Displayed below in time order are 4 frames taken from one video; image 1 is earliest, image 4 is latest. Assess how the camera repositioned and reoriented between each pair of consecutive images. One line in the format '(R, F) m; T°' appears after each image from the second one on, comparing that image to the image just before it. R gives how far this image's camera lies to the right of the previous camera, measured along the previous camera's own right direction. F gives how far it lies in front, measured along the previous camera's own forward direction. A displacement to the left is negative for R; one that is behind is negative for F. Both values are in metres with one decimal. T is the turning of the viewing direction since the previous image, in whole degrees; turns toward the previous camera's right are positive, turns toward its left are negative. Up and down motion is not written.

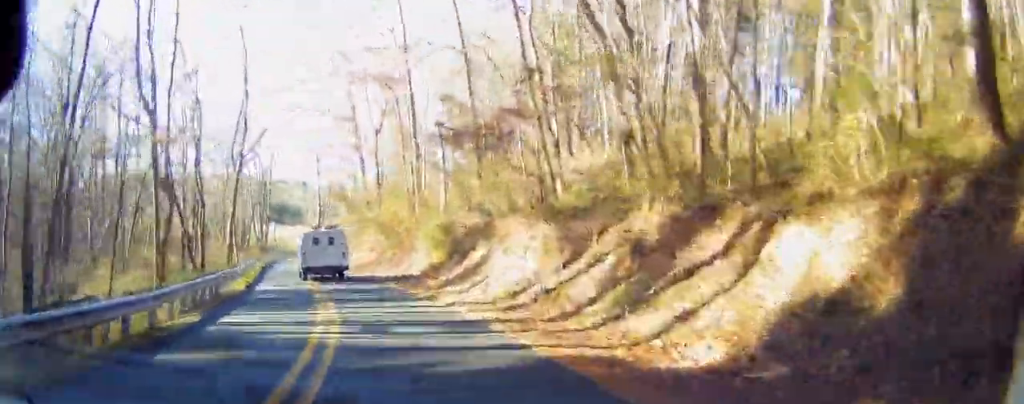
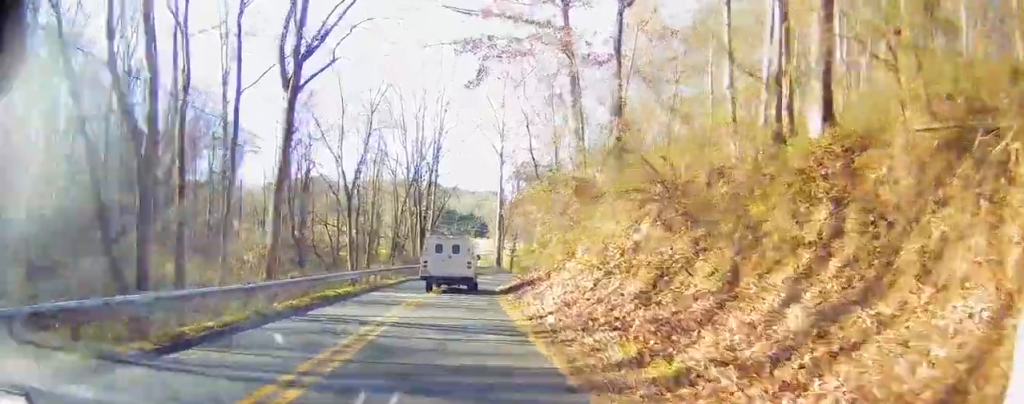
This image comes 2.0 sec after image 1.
(-3.0, +30.0) m; -11°
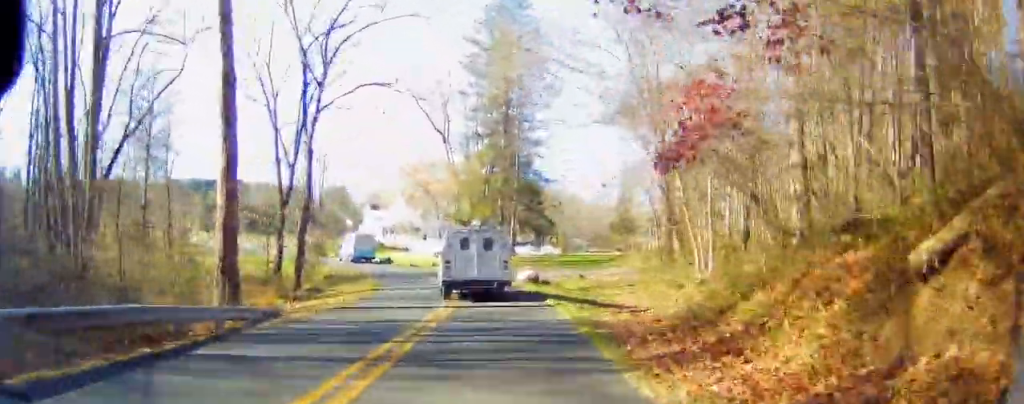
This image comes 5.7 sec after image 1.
(+4.8, +57.6) m; +12°
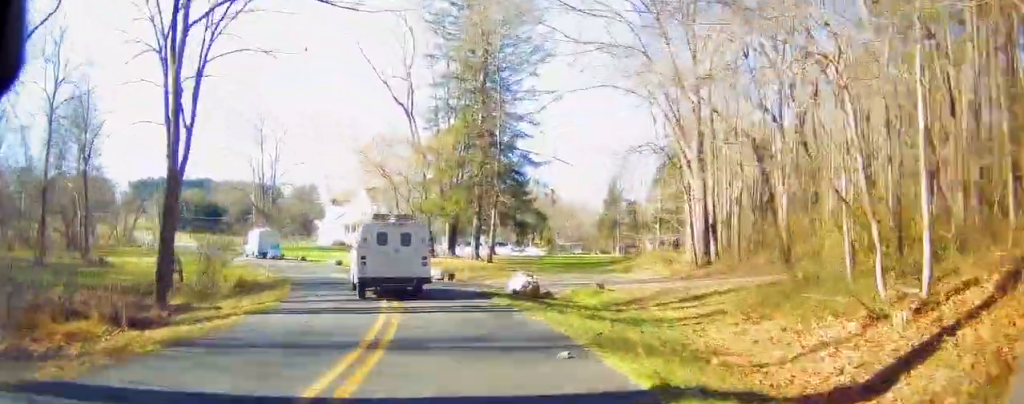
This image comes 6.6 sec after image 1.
(0.0, +13.0) m; -1°
